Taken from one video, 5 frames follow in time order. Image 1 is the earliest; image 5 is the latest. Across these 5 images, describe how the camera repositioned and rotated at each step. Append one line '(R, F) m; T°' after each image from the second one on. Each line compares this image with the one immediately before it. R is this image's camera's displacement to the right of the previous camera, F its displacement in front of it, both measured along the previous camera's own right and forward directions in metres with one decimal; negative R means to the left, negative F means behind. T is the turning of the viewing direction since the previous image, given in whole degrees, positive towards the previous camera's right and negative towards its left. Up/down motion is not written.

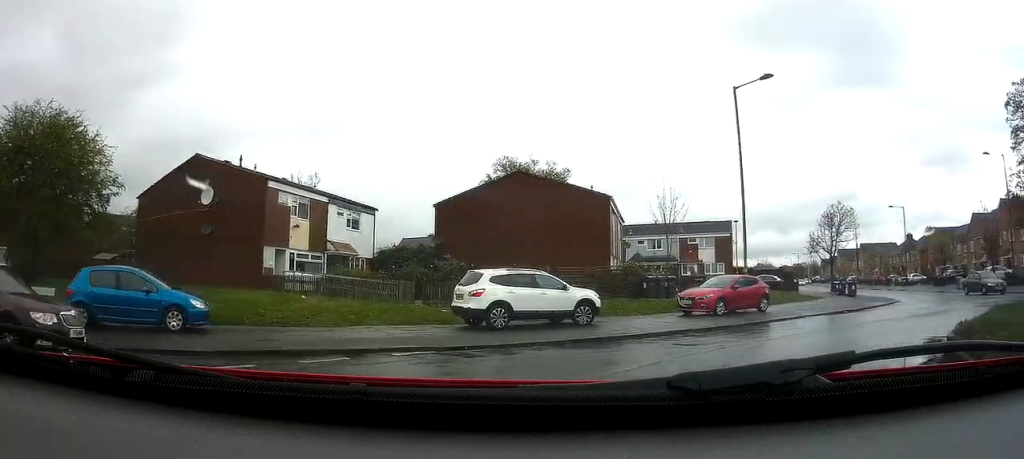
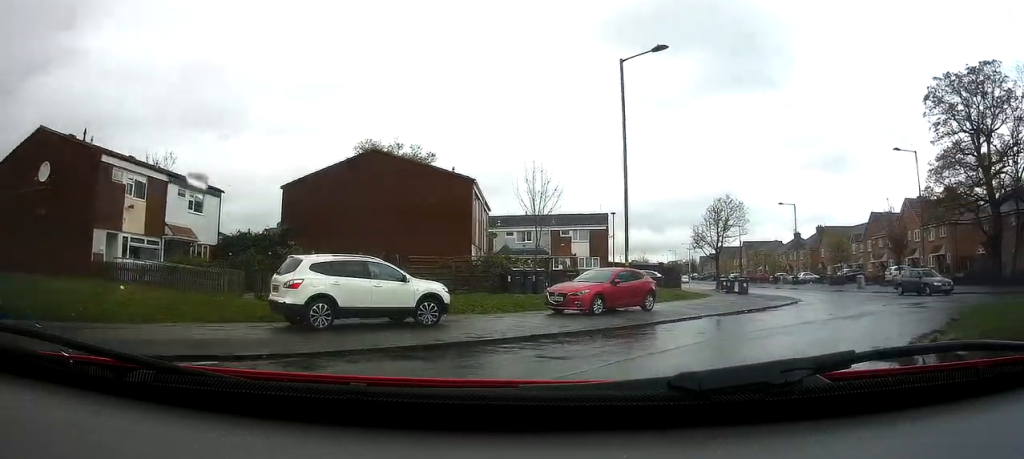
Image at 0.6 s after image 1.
(+0.3, +3.3) m; +10°
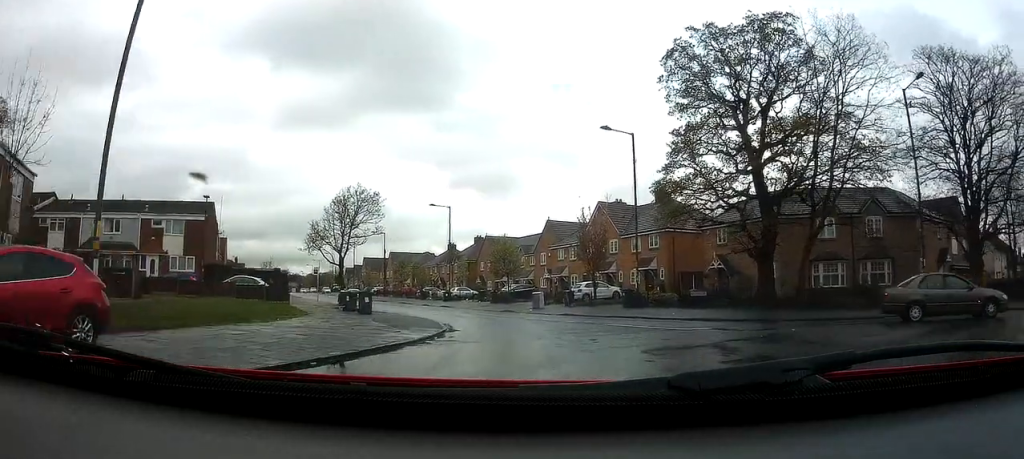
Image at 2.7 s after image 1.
(+3.6, +11.9) m; +30°
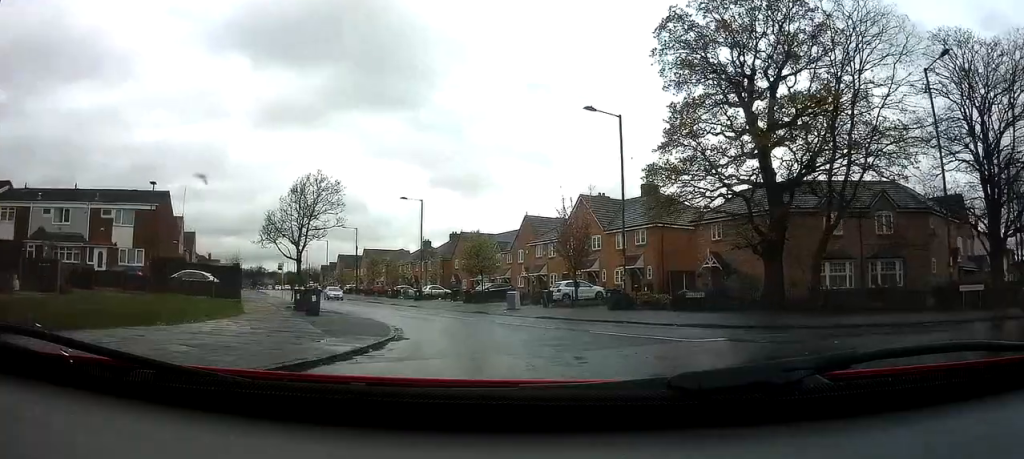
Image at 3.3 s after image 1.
(+0.2, +3.7) m; +2°
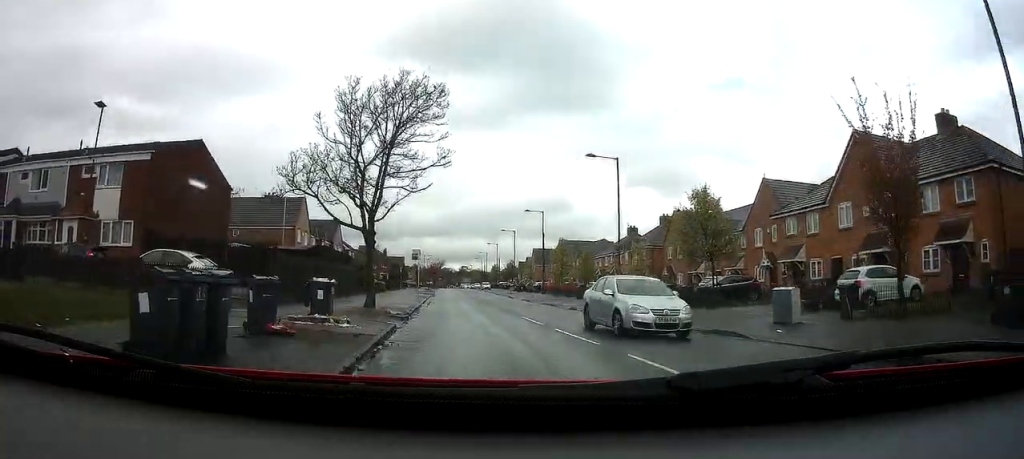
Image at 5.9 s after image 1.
(-1.3, +18.4) m; -15°
